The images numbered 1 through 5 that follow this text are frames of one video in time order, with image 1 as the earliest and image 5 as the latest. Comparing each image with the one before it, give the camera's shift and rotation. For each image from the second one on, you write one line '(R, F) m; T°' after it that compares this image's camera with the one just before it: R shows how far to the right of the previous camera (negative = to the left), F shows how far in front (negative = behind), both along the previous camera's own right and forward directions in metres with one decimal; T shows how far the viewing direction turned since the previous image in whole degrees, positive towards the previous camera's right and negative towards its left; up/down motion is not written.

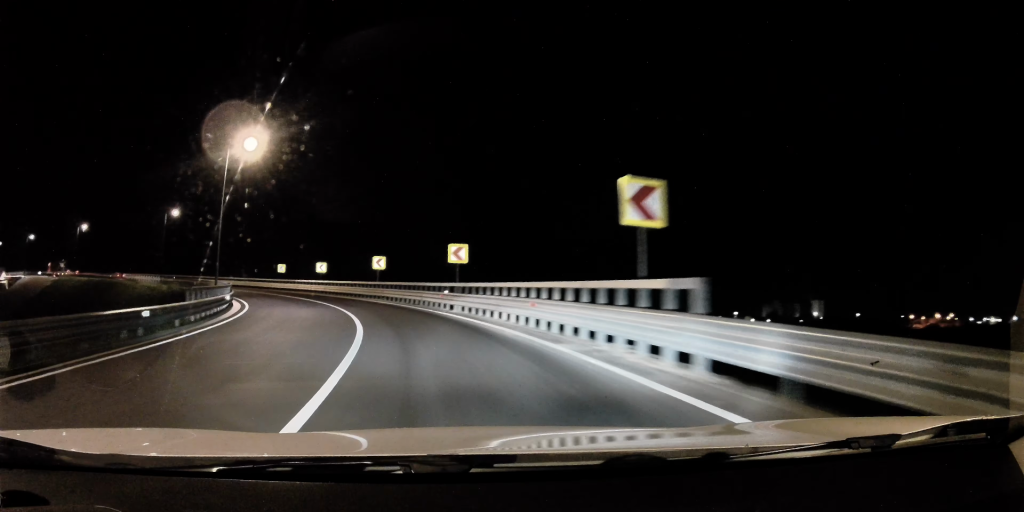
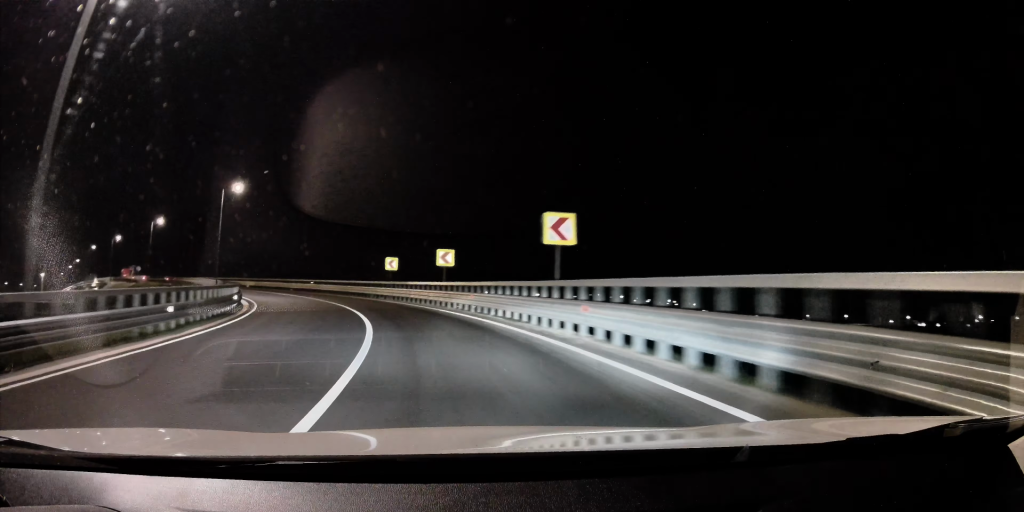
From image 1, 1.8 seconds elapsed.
(-4.5, +27.0) m; -15°
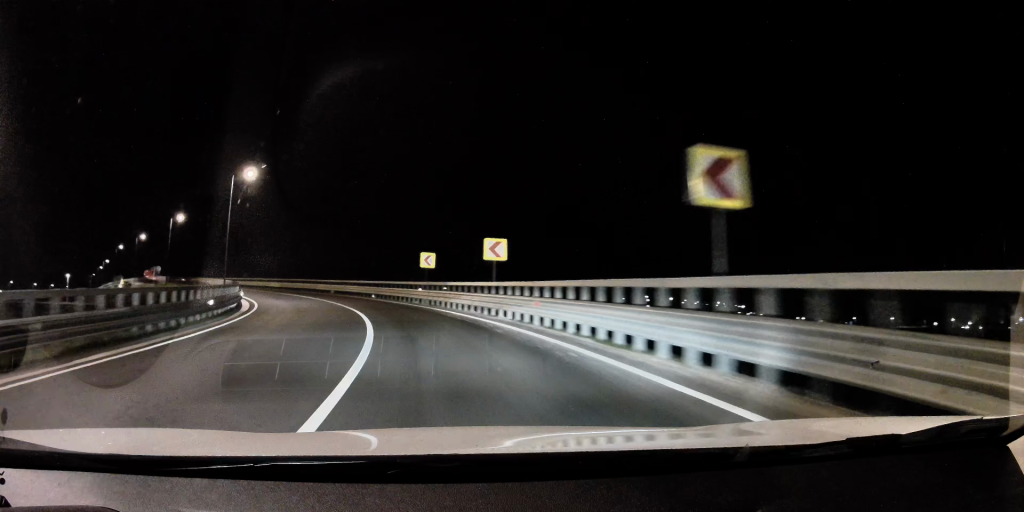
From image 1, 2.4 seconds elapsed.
(-0.3, +7.8) m; -5°
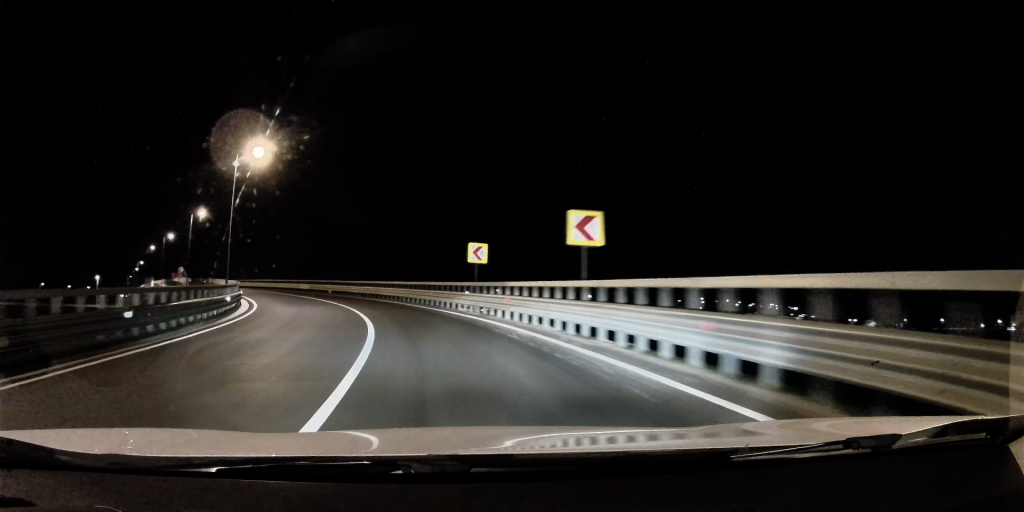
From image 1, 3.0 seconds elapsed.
(+0.1, +8.8) m; -5°
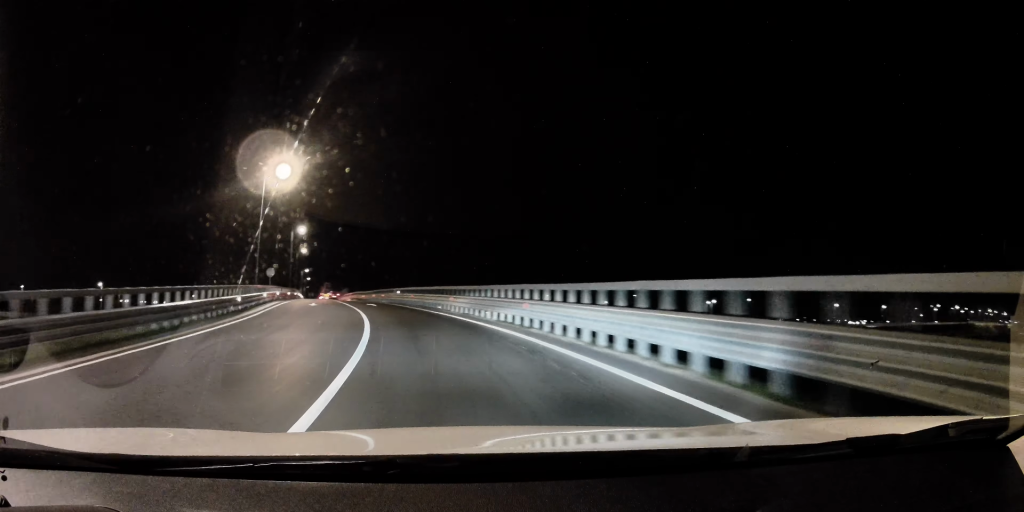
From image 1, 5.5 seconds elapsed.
(-6.7, +36.4) m; -22°
